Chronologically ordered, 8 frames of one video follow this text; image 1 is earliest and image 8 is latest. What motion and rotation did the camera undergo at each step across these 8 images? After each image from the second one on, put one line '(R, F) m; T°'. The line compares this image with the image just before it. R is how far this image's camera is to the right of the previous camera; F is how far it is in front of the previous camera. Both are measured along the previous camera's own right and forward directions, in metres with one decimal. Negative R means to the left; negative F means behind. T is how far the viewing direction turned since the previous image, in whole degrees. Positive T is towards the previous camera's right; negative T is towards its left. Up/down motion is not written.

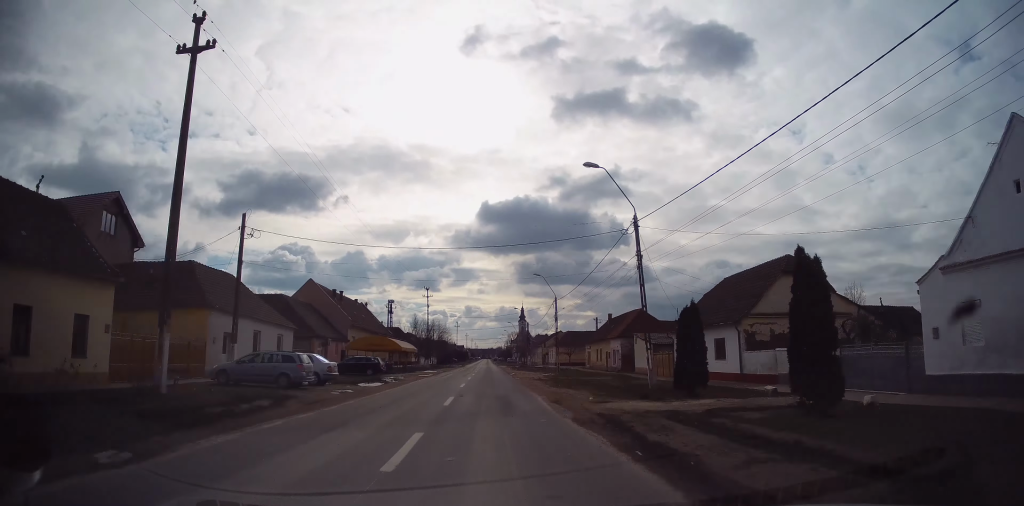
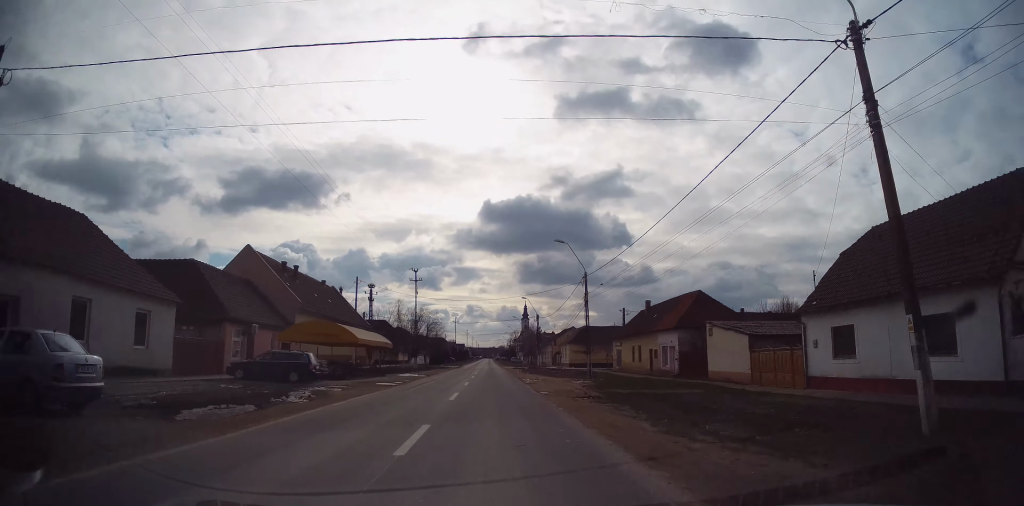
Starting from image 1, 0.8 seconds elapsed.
(-0.2, +16.8) m; 0°
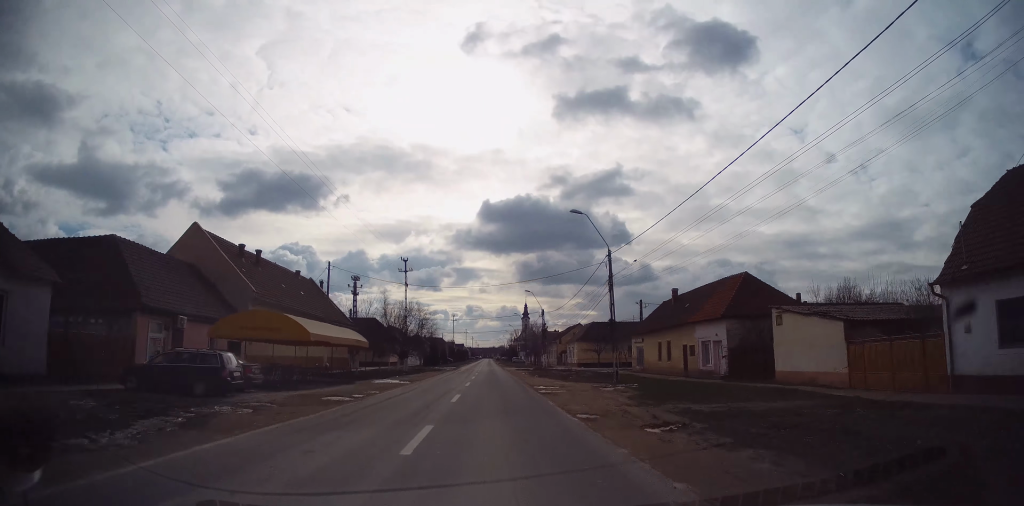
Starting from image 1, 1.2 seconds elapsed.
(0.0, +8.4) m; 0°
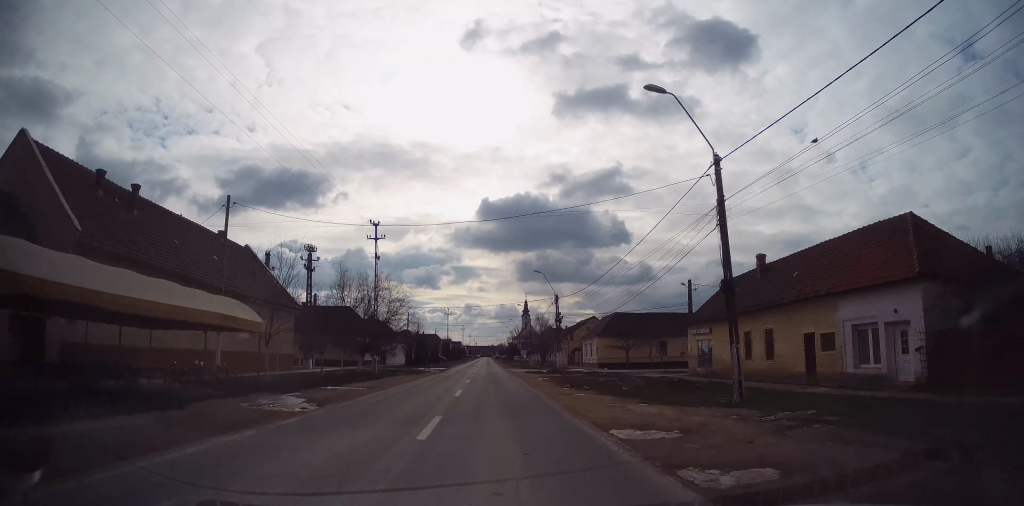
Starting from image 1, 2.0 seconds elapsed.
(0.0, +16.2) m; +1°
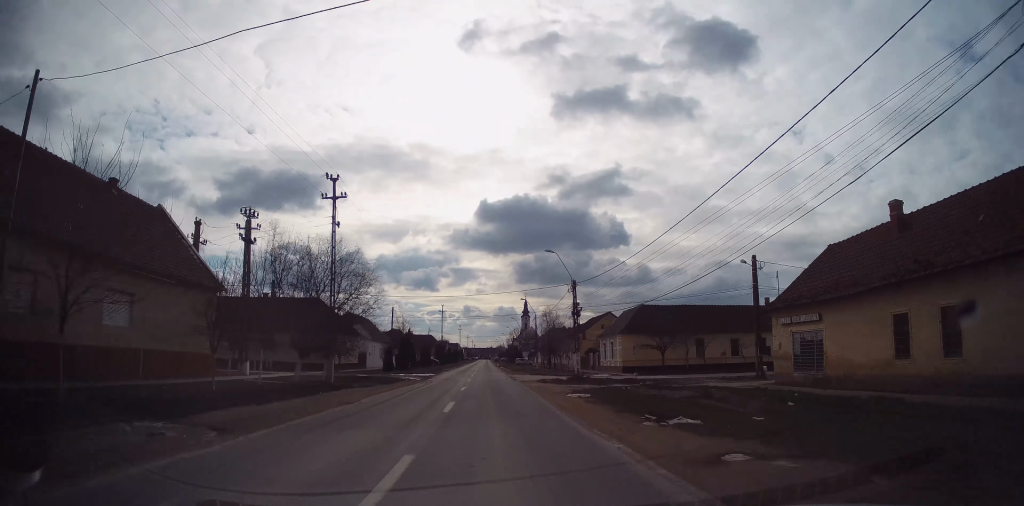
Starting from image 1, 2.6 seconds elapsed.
(+0.1, +12.7) m; +1°
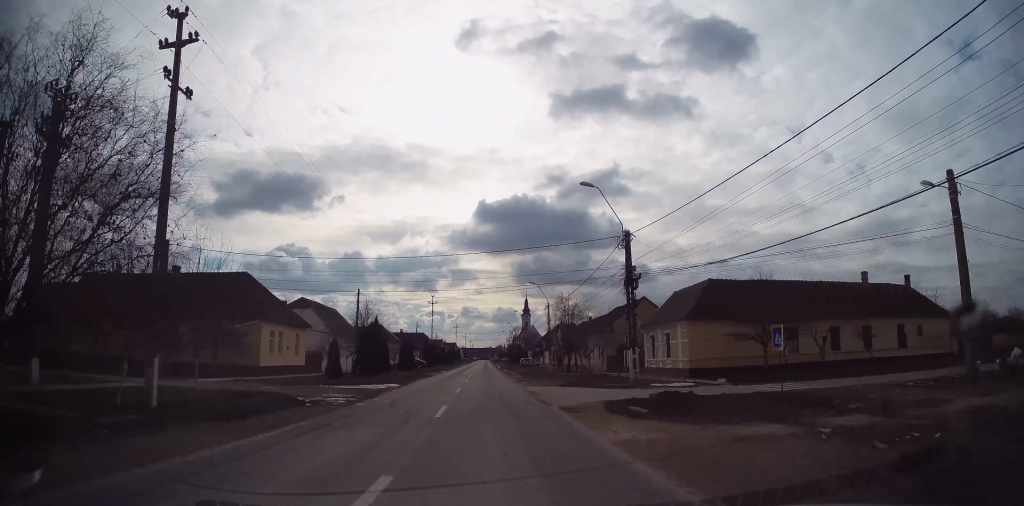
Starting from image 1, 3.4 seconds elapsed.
(+0.1, +18.5) m; 0°
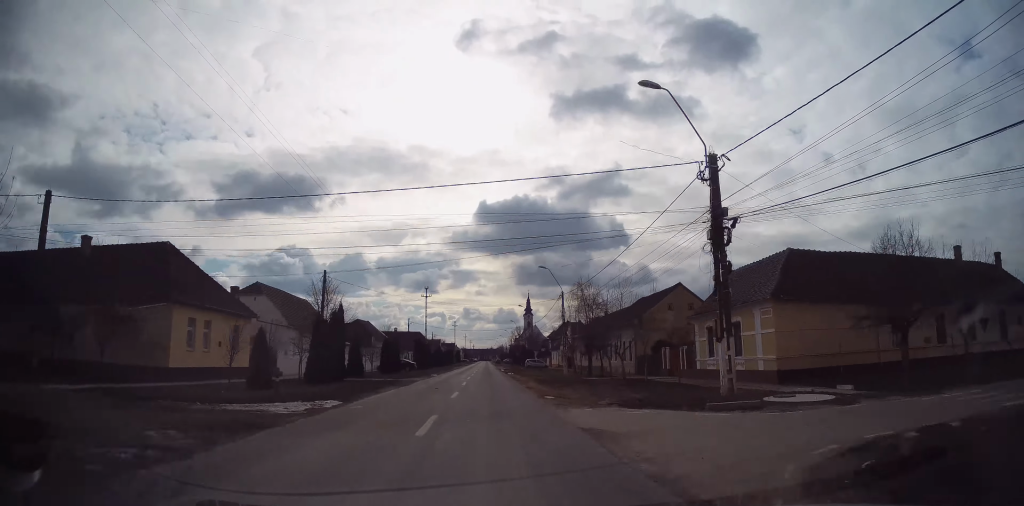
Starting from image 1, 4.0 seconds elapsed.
(0.0, +11.4) m; 0°
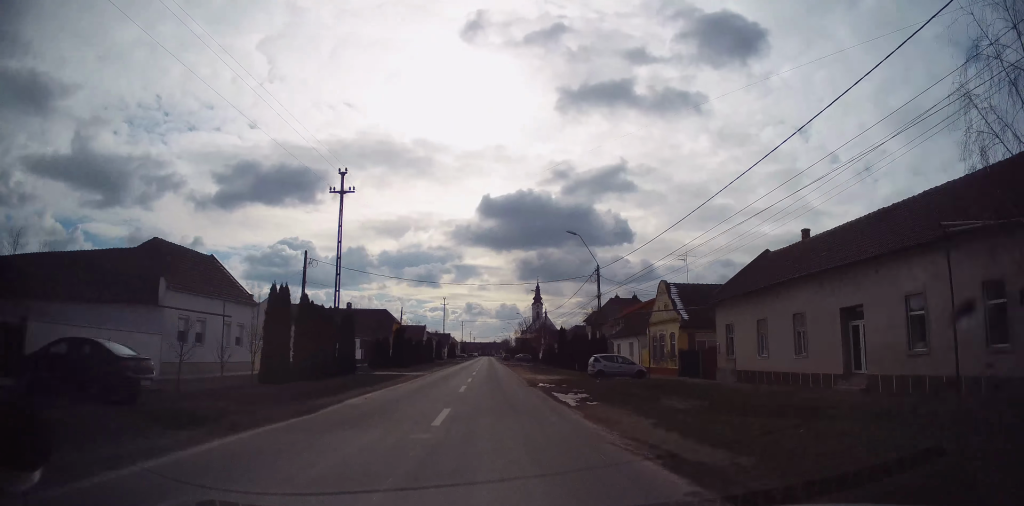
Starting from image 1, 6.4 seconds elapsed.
(-0.6, +51.9) m; -1°
